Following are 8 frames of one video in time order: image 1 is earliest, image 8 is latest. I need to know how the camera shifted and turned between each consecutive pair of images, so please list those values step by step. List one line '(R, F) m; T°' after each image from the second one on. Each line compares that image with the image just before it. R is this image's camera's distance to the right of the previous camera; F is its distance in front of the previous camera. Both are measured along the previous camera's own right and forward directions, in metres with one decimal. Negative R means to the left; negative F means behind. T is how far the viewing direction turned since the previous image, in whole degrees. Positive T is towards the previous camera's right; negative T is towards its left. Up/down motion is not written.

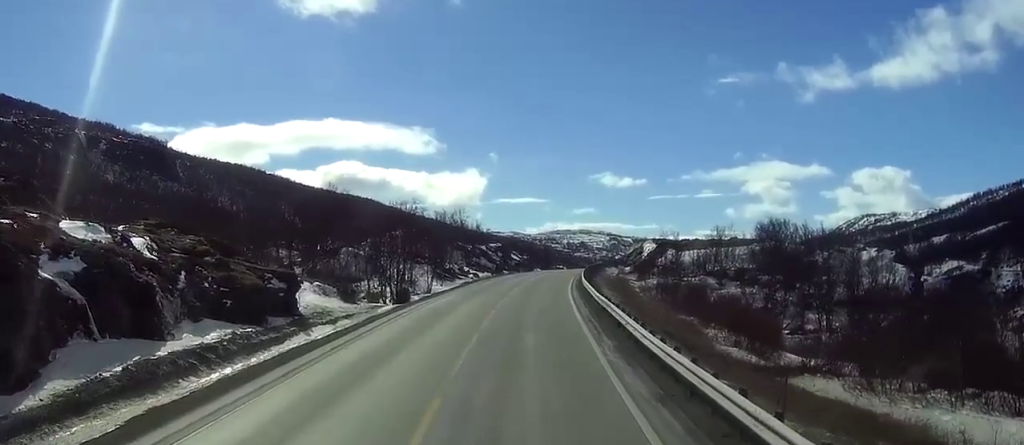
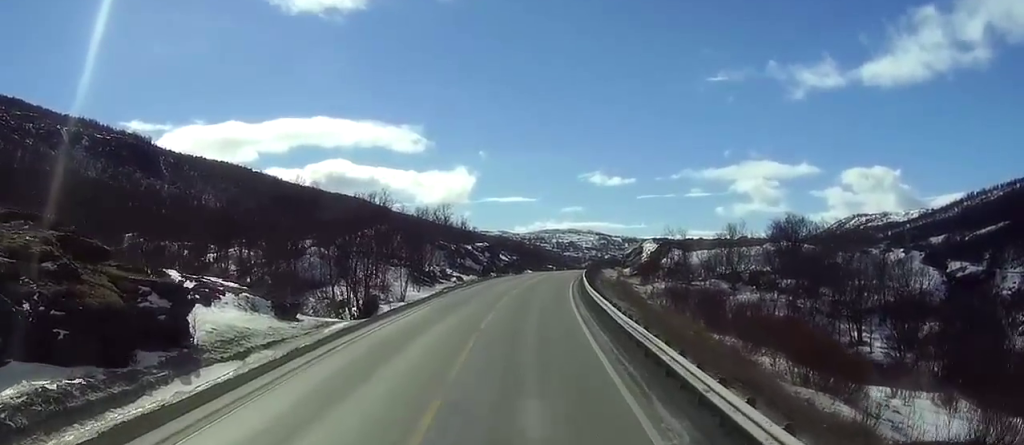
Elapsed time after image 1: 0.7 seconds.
(0.0, +12.6) m; 0°
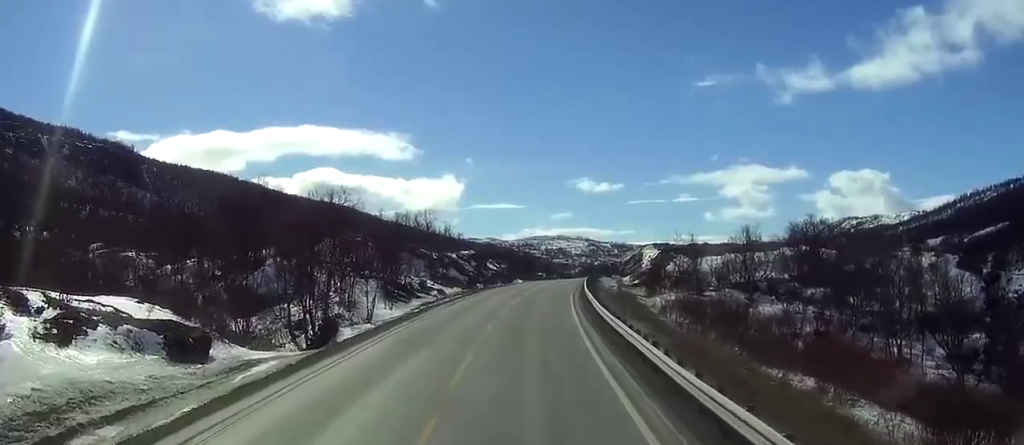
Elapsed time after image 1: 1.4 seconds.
(0.0, +12.0) m; +1°
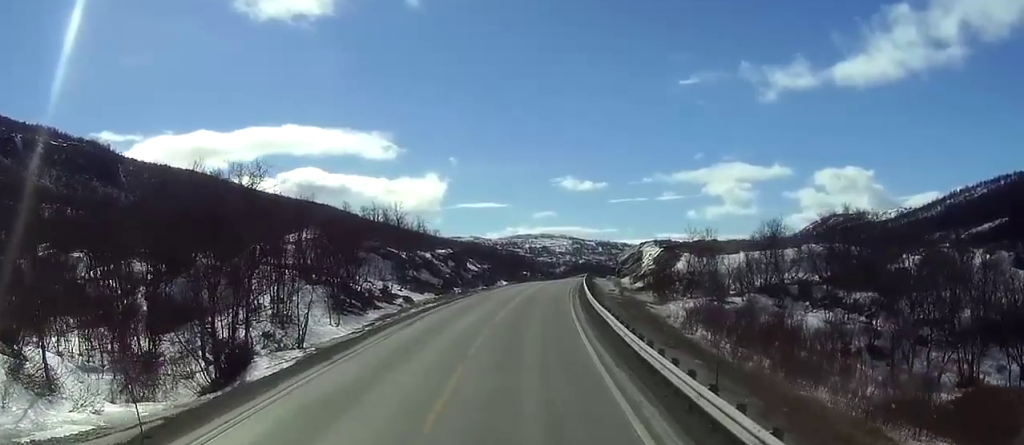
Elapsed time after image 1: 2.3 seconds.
(+0.2, +15.8) m; +2°
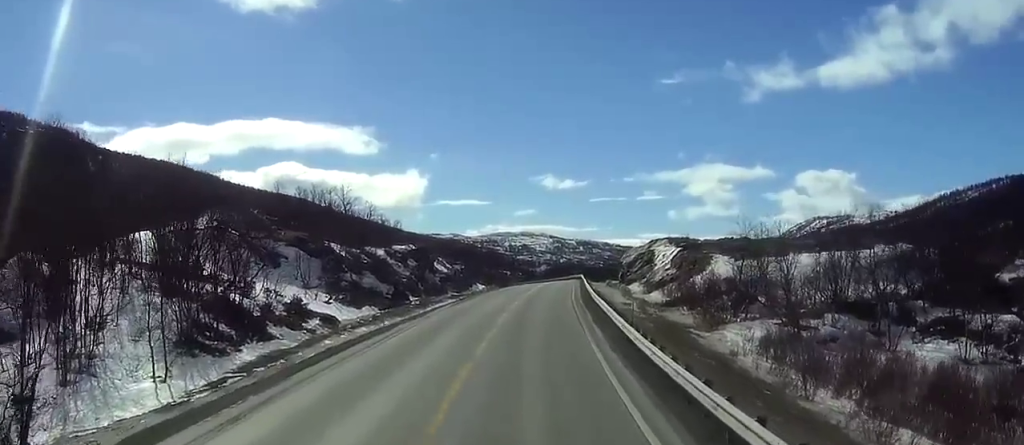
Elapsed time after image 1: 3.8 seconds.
(+0.5, +25.1) m; +1°
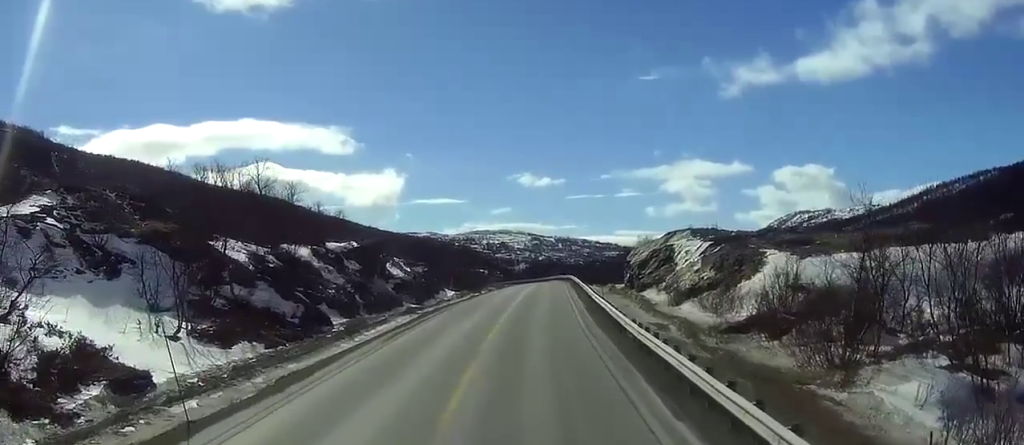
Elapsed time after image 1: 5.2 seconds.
(-0.1, +23.5) m; 0°
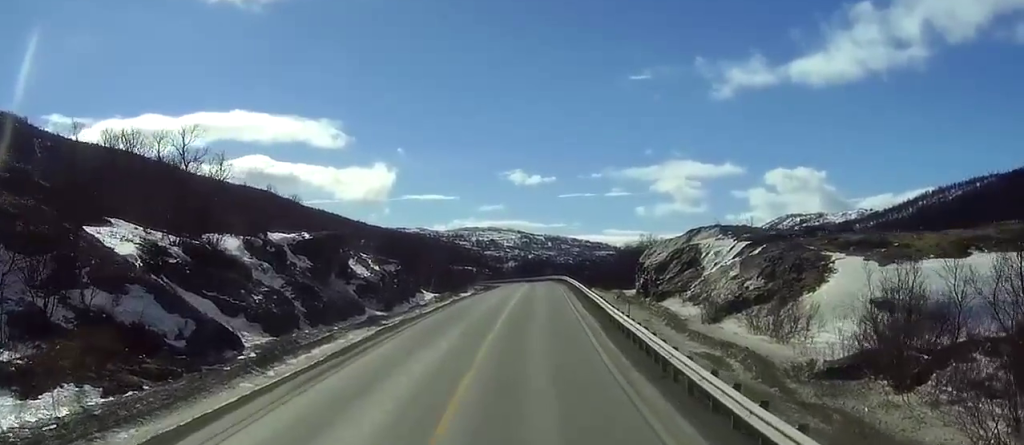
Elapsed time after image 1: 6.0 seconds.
(+0.1, +14.1) m; +1°
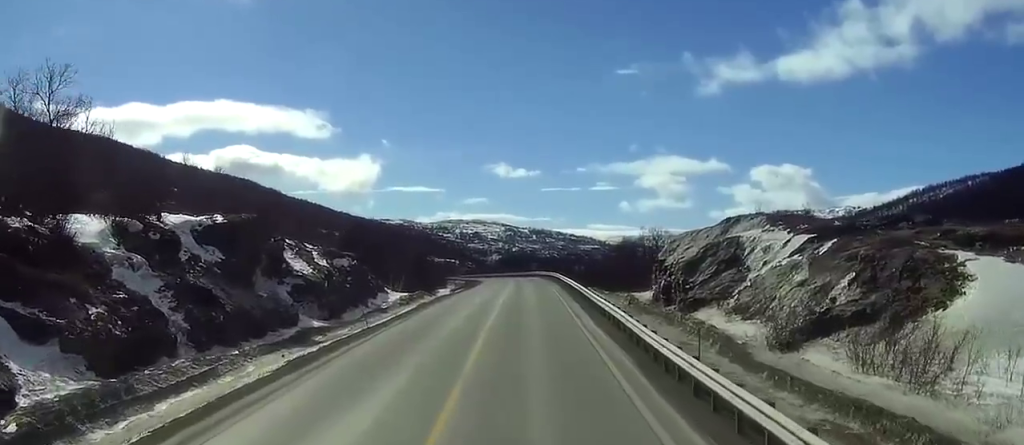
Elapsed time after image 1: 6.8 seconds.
(+0.1, +15.0) m; +1°
